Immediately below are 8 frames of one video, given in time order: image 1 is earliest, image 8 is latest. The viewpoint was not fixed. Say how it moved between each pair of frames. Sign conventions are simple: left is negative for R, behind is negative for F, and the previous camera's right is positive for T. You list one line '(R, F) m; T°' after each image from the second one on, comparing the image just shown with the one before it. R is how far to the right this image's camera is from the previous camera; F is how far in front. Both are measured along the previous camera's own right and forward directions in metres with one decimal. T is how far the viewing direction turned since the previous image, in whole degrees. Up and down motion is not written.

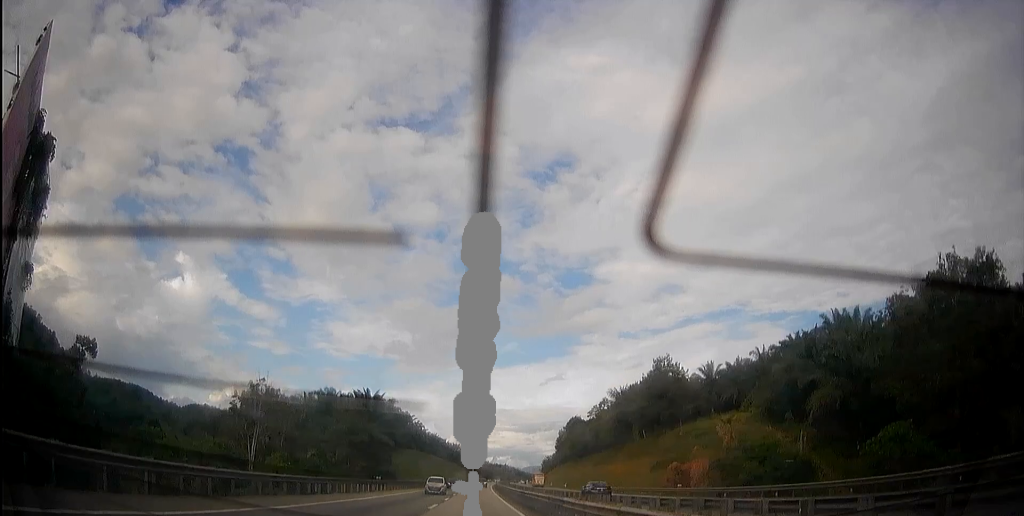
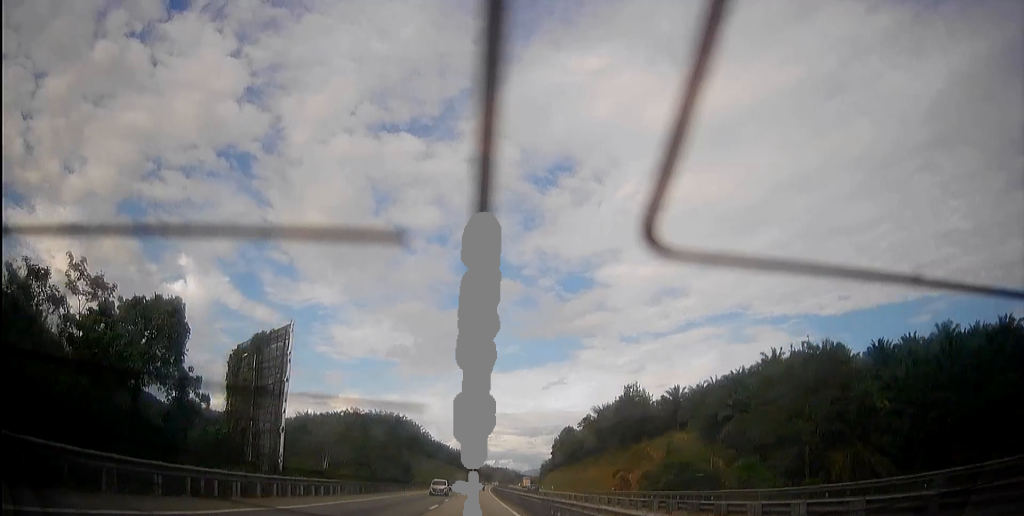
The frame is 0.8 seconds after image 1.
(0.0, +25.0) m; 0°
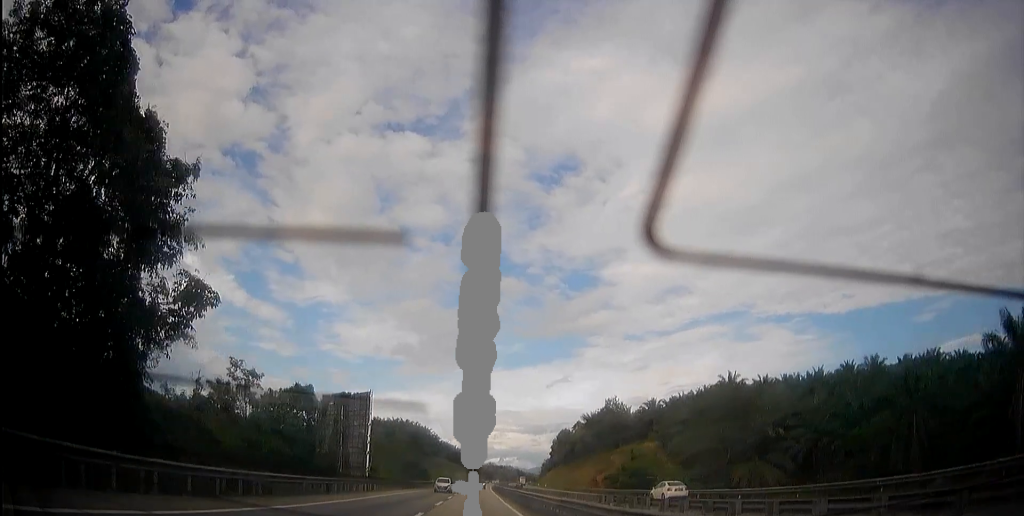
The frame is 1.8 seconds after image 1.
(0.0, +27.4) m; 0°
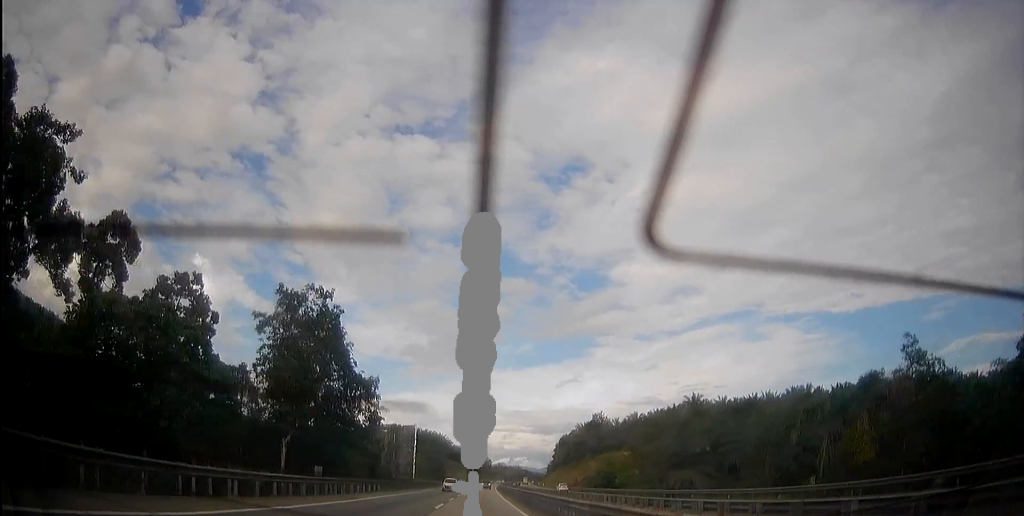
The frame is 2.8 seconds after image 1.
(+0.3, +32.2) m; +1°
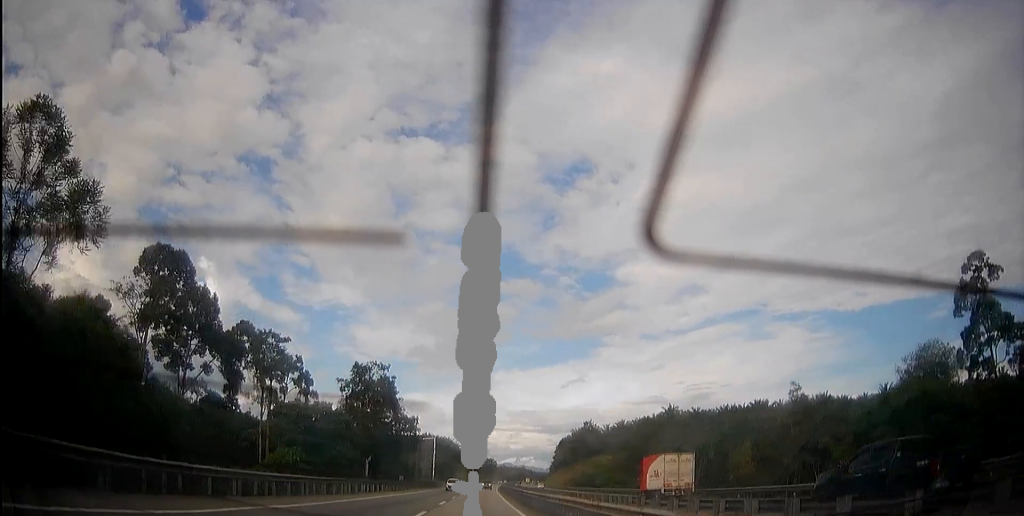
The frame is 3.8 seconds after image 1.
(+0.2, +28.6) m; +1°
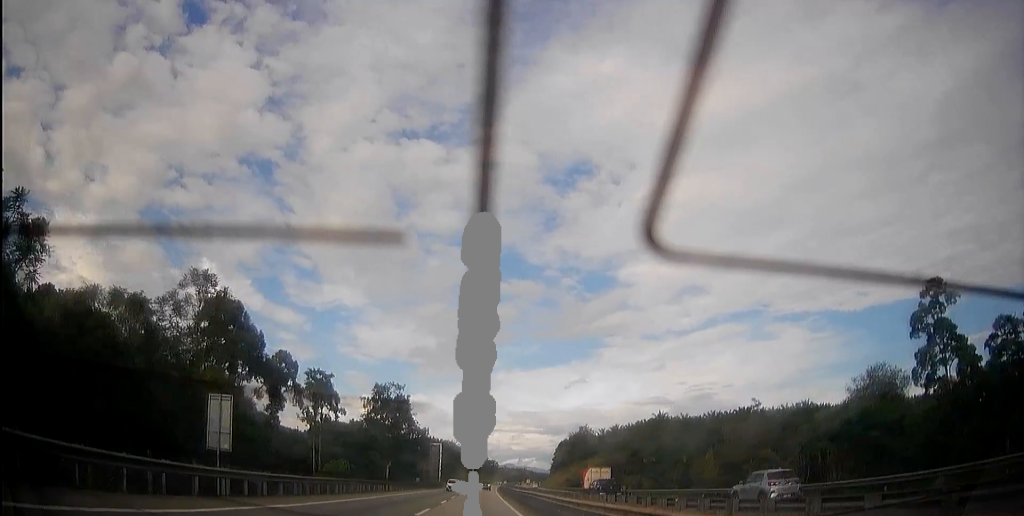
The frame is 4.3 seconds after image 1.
(+0.1, +14.3) m; 0°
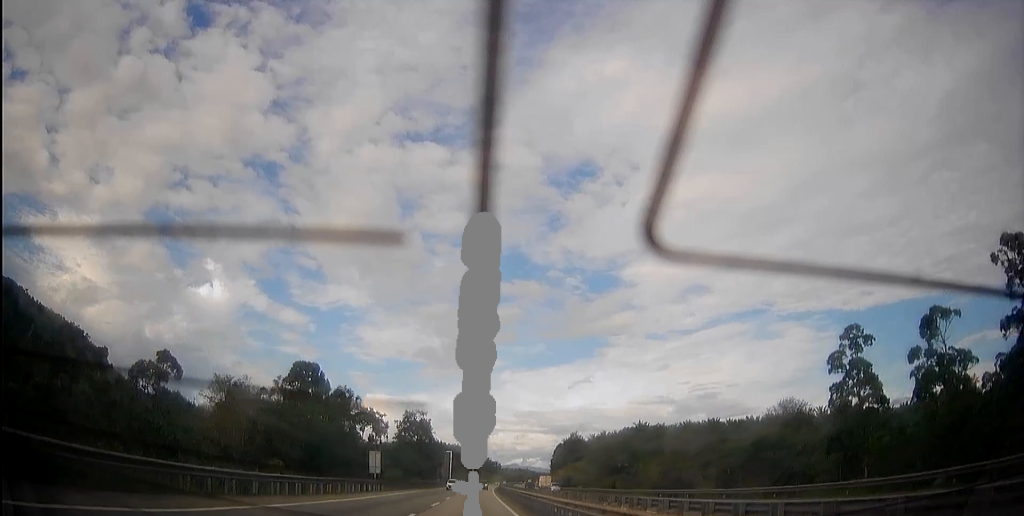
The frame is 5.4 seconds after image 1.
(+0.1, +32.3) m; 0°
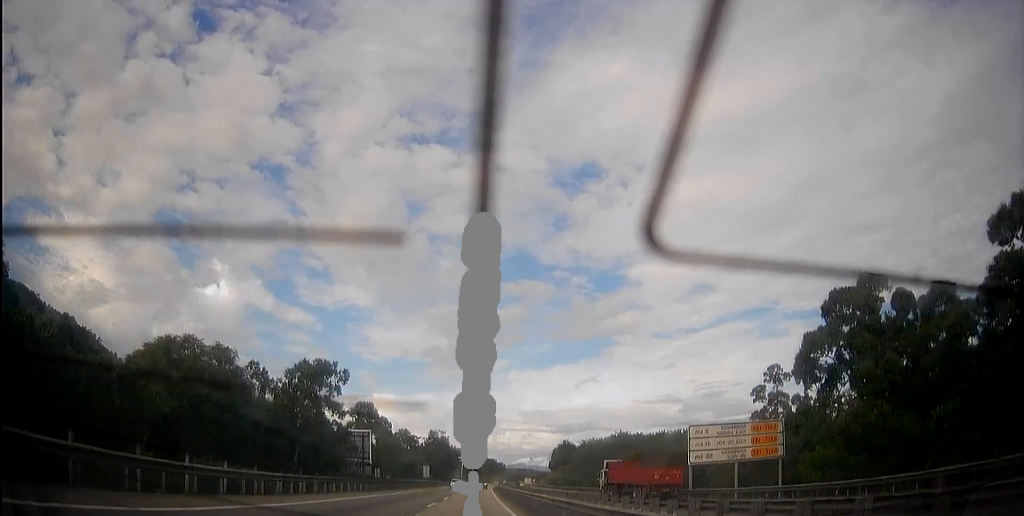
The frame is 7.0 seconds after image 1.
(+0.3, +49.0) m; +1°
